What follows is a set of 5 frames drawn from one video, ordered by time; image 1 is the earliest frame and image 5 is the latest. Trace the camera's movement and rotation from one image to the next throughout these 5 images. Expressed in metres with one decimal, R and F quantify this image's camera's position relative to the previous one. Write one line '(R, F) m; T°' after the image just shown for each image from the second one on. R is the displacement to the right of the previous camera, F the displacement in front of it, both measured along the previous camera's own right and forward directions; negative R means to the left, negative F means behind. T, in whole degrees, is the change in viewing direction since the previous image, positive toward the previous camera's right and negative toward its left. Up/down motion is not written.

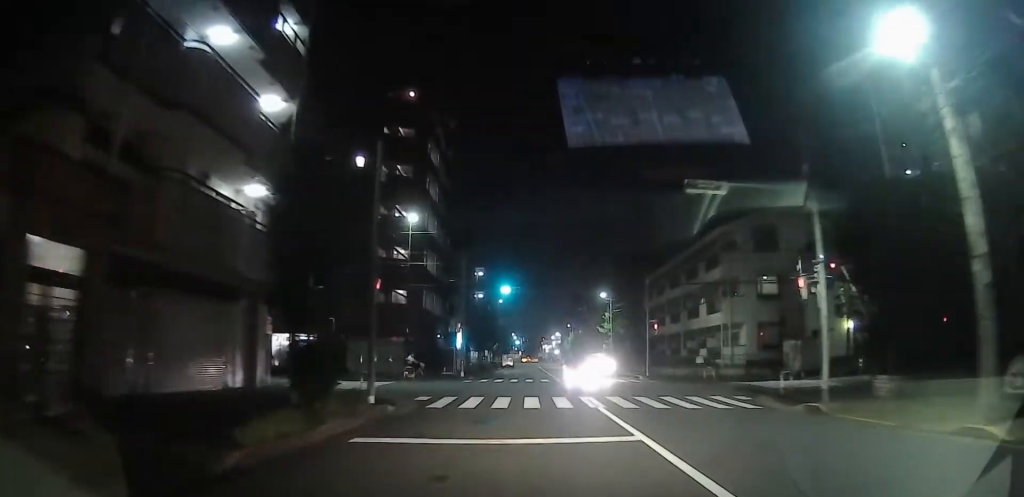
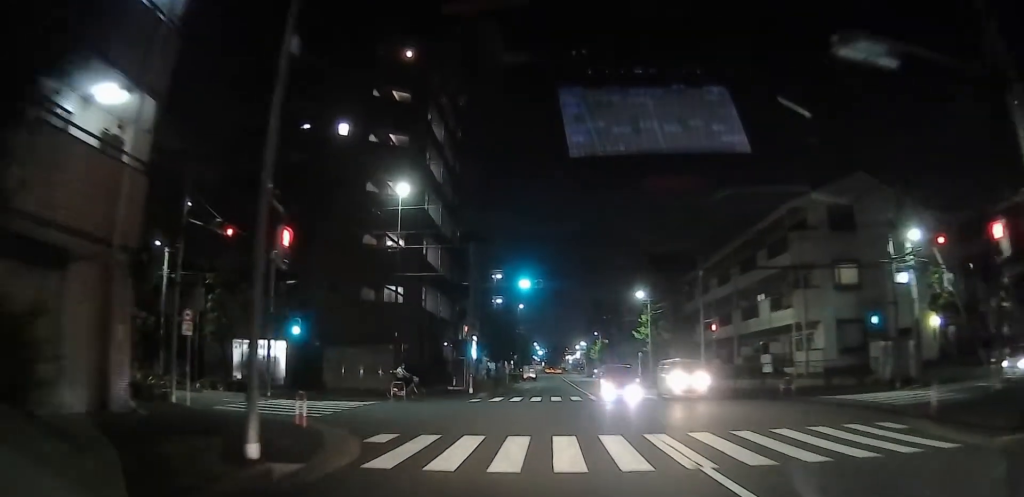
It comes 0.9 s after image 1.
(-0.4, +8.3) m; -8°
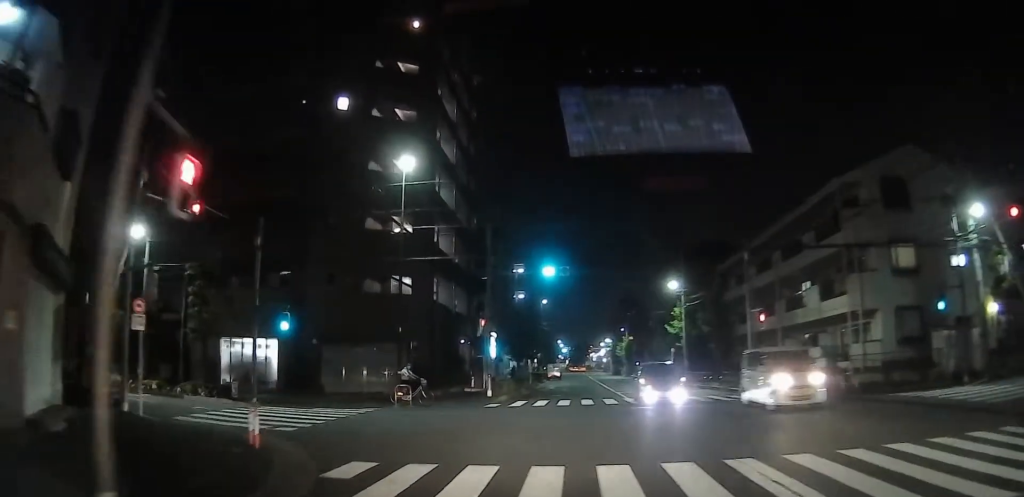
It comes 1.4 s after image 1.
(-0.7, +4.0) m; -3°
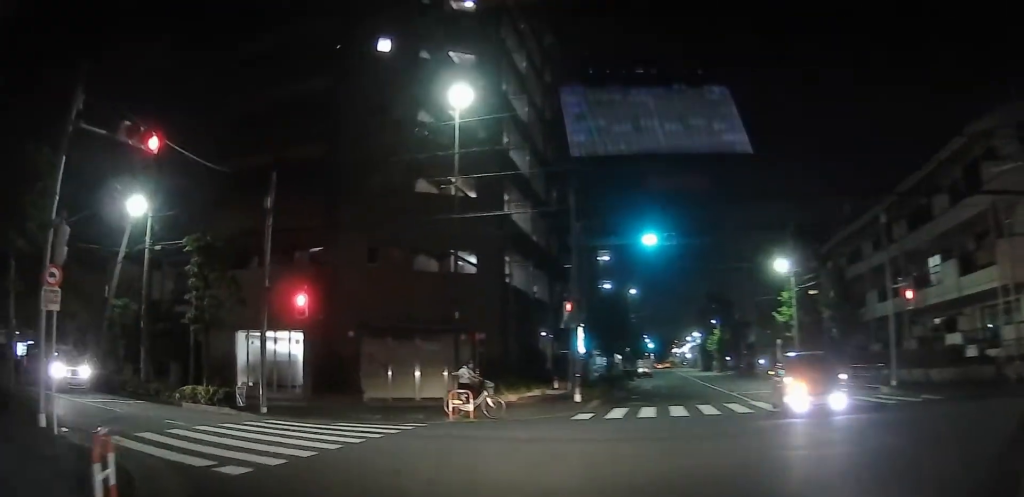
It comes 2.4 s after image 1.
(+0.3, +6.7) m; -4°
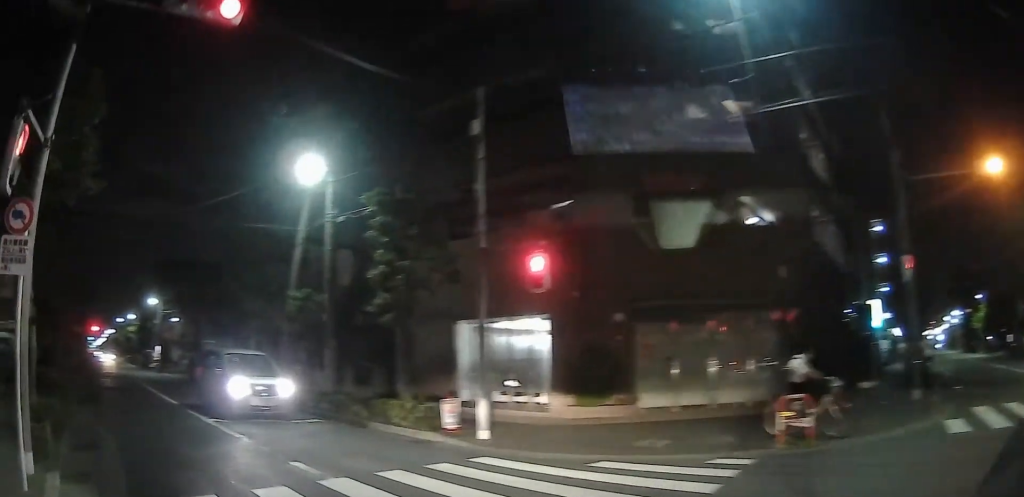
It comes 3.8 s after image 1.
(-1.3, +7.7) m; -16°
